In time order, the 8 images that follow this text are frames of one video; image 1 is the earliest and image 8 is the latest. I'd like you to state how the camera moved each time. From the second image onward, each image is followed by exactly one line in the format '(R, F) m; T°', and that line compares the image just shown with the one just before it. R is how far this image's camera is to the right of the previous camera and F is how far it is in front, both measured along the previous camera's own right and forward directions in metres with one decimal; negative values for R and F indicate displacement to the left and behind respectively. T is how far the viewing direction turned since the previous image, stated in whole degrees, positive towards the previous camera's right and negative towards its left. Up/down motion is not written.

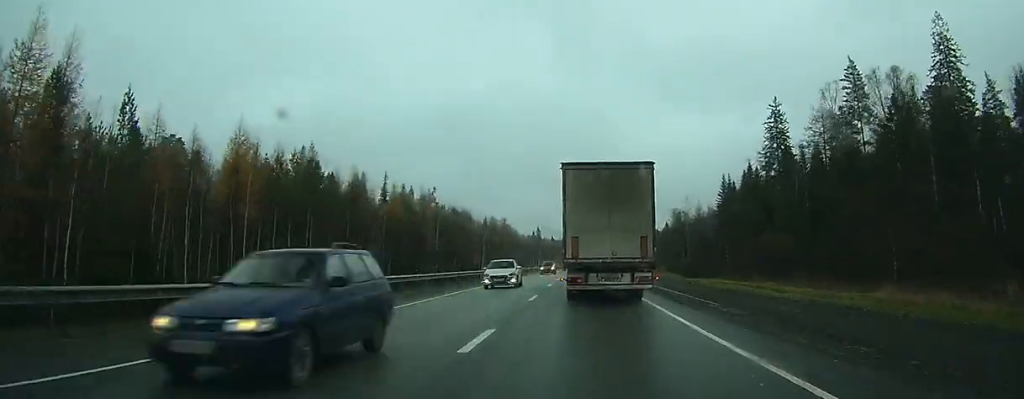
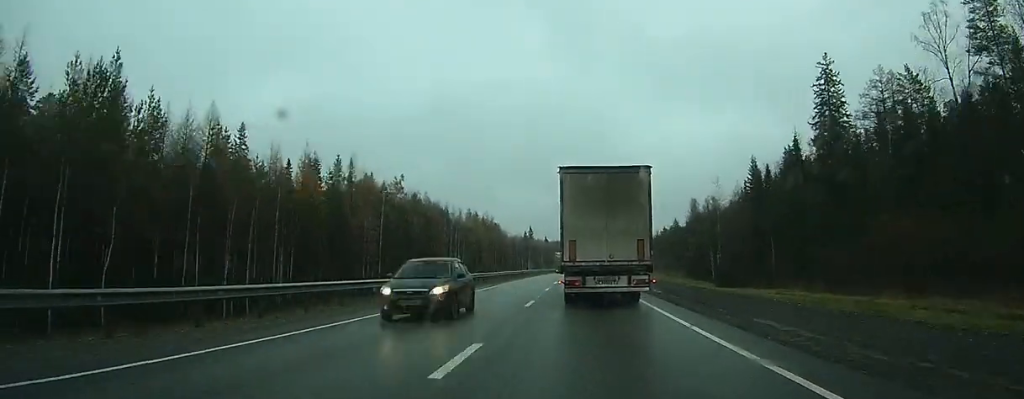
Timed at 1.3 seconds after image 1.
(+0.1, +26.9) m; 0°
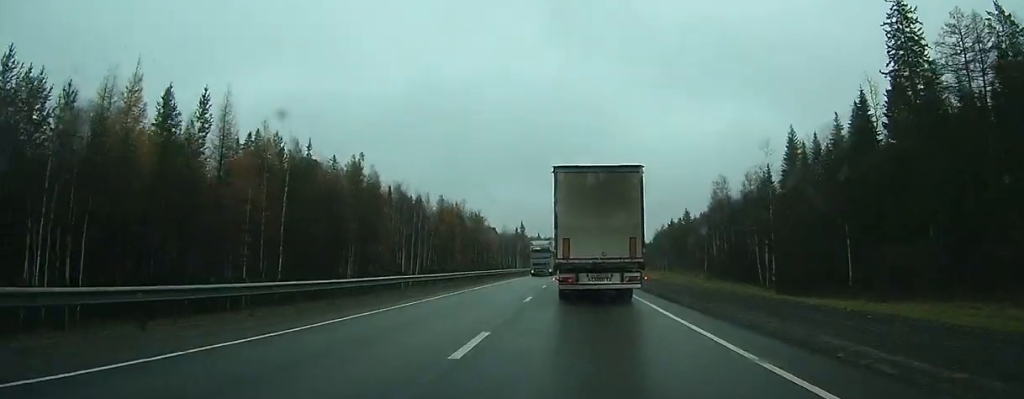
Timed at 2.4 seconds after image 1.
(0.0, +24.0) m; 0°
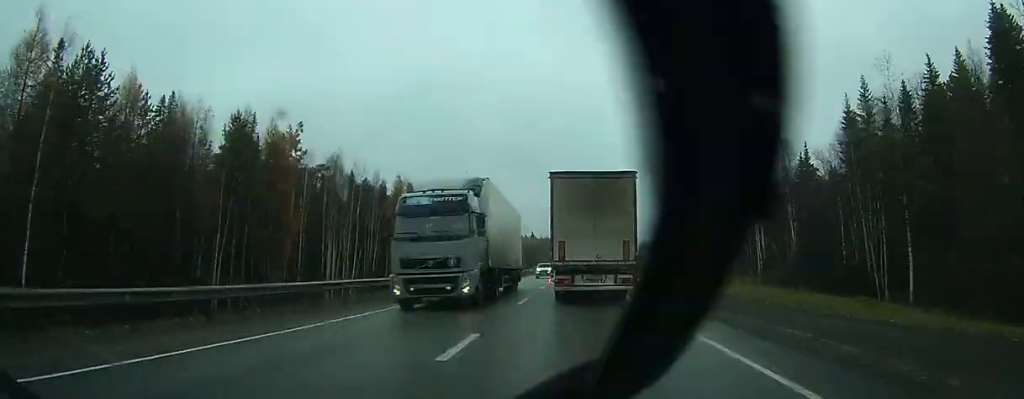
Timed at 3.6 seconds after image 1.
(0.0, +25.2) m; 0°
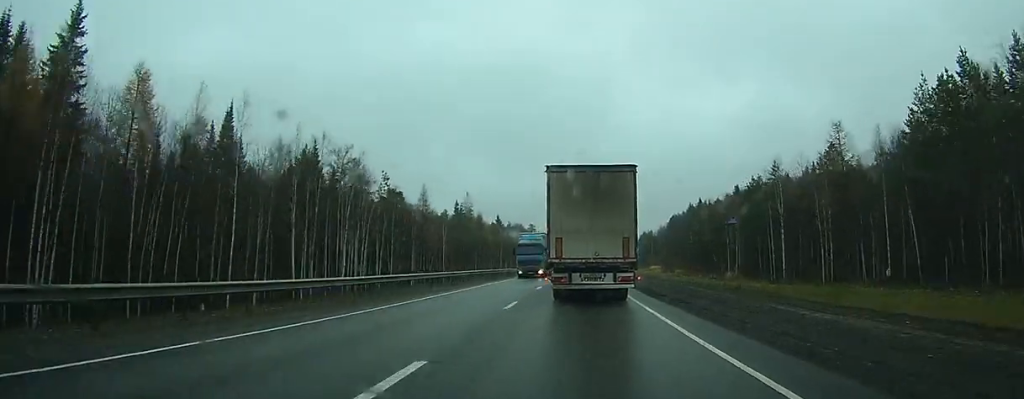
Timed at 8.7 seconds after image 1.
(+1.7, +101.1) m; +2°
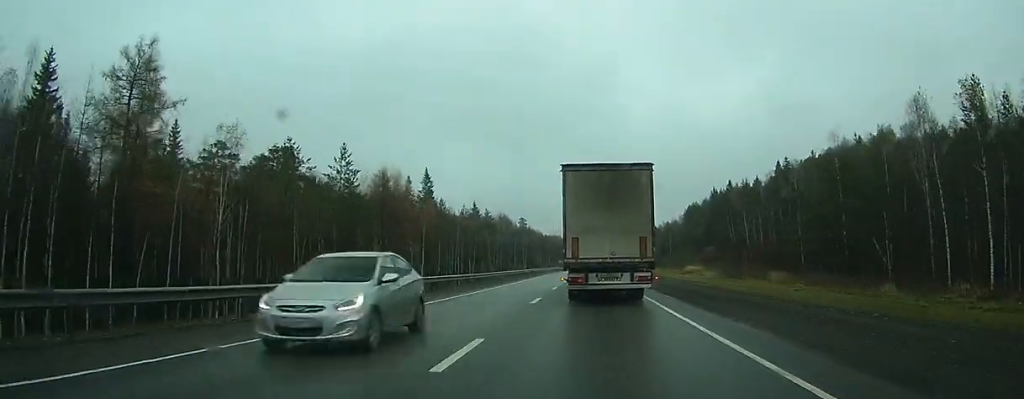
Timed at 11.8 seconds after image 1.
(+0.3, +58.9) m; +1°
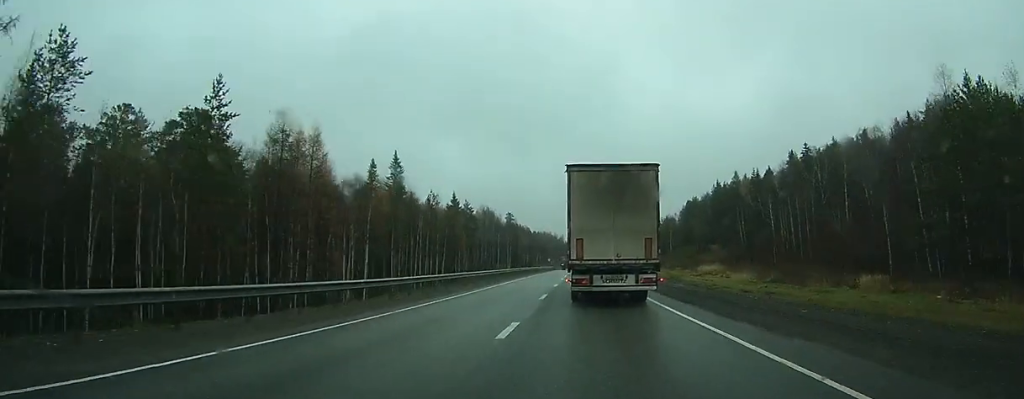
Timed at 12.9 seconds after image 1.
(-0.1, +21.0) m; 0°
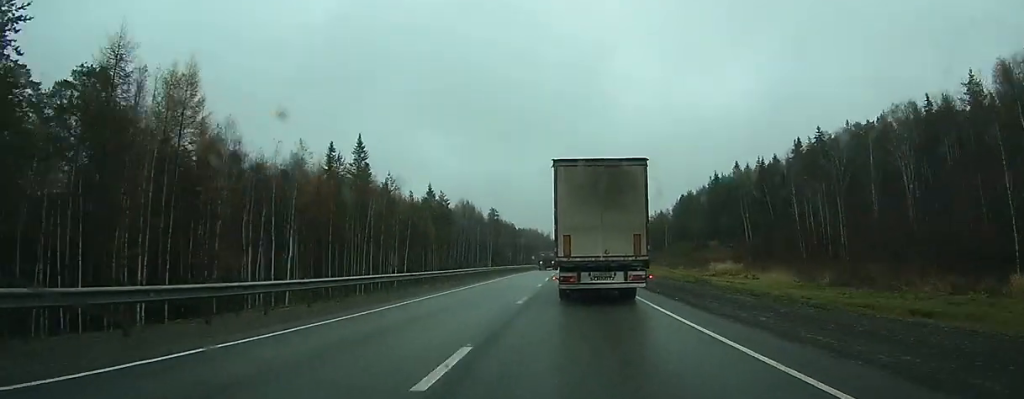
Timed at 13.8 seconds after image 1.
(+0.1, +16.1) m; 0°
